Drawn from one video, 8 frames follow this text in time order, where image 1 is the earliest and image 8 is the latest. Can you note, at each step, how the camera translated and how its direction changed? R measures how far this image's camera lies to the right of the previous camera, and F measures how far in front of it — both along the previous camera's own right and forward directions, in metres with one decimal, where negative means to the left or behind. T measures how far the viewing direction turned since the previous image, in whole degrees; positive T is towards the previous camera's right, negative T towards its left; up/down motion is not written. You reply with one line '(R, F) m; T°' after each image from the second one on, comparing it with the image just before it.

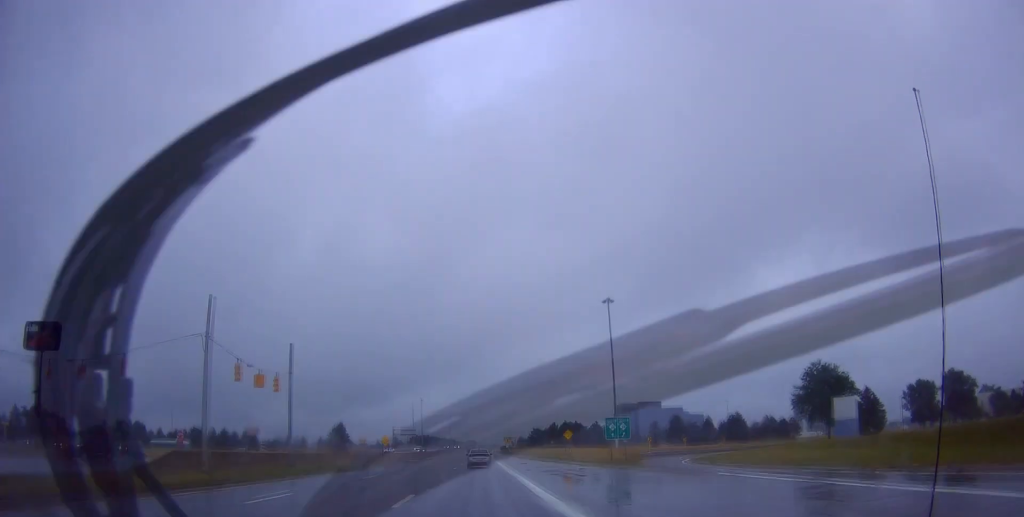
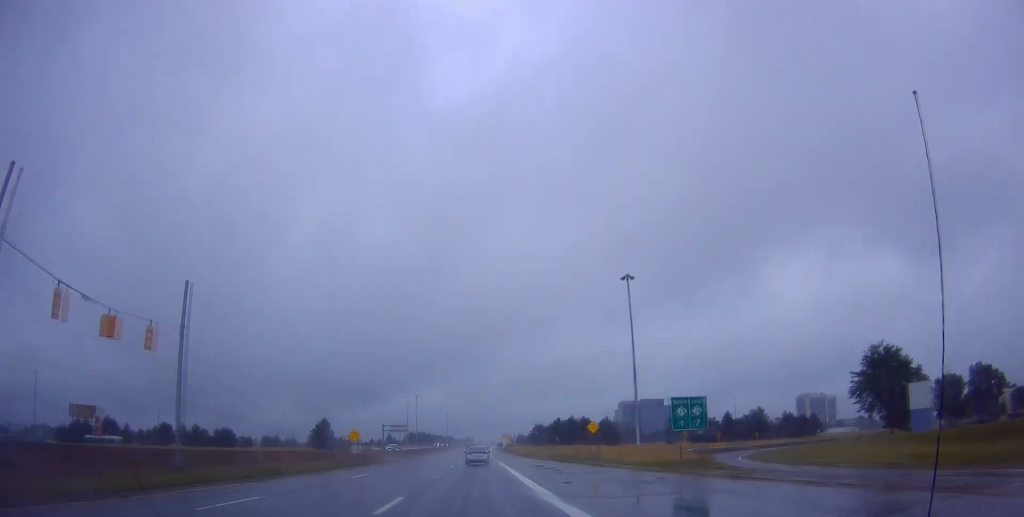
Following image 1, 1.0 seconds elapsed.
(0.0, +17.7) m; -1°
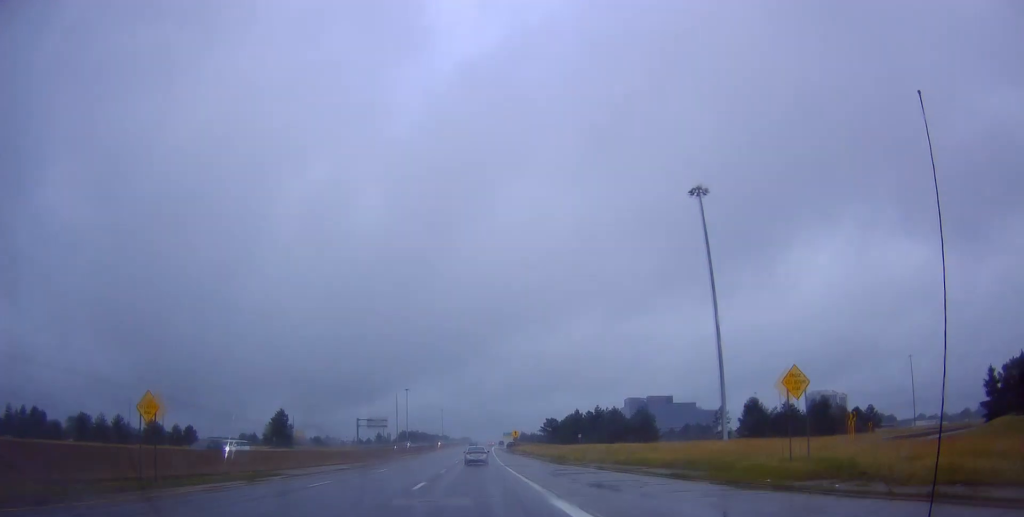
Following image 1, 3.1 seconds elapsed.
(0.0, +37.5) m; +1°
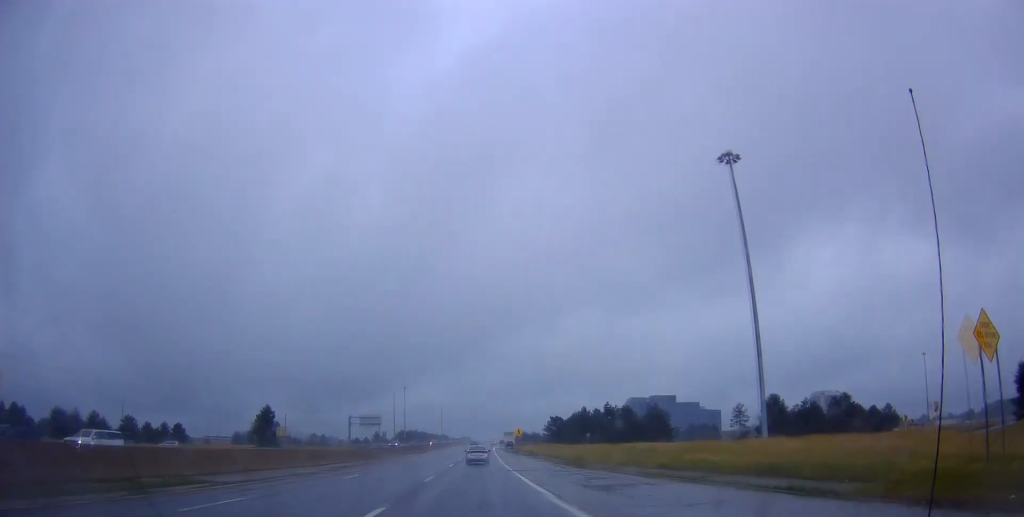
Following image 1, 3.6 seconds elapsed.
(0.0, +9.6) m; 0°
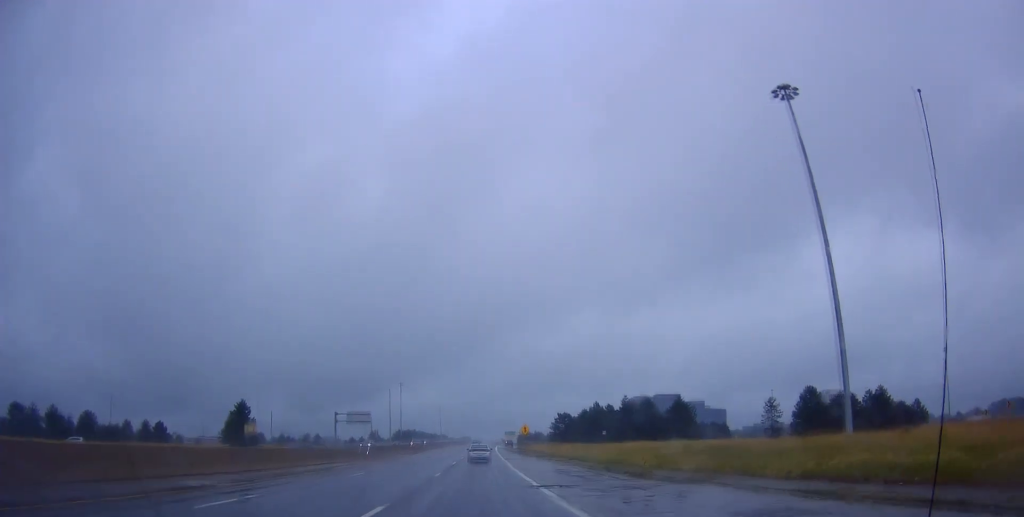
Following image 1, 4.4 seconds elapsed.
(0.0, +14.5) m; 0°
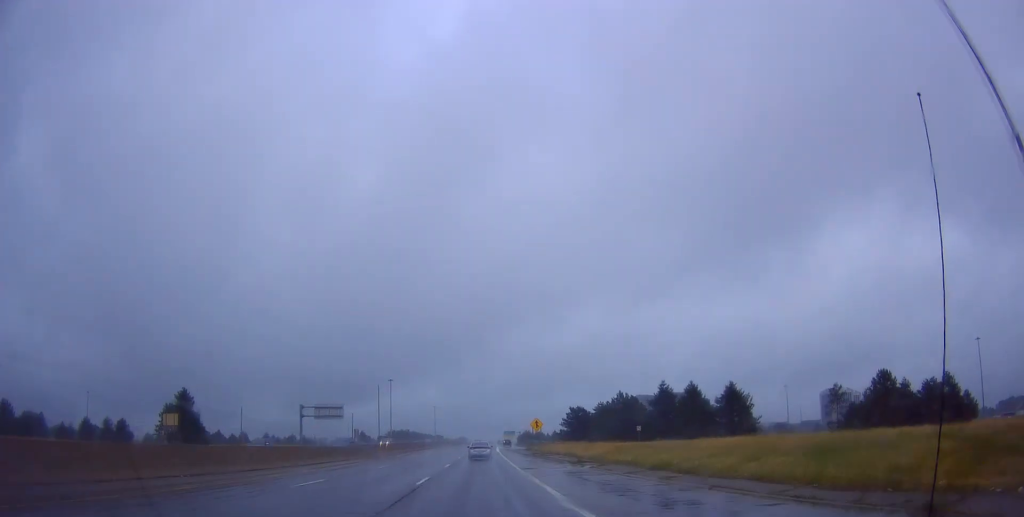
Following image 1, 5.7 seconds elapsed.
(0.0, +23.5) m; 0°
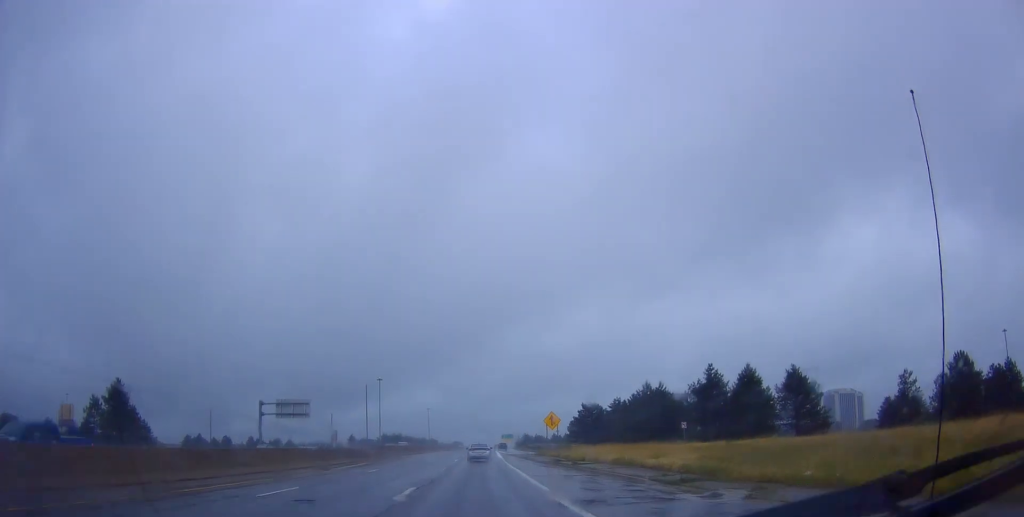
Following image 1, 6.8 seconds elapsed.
(-0.2, +18.6) m; -1°
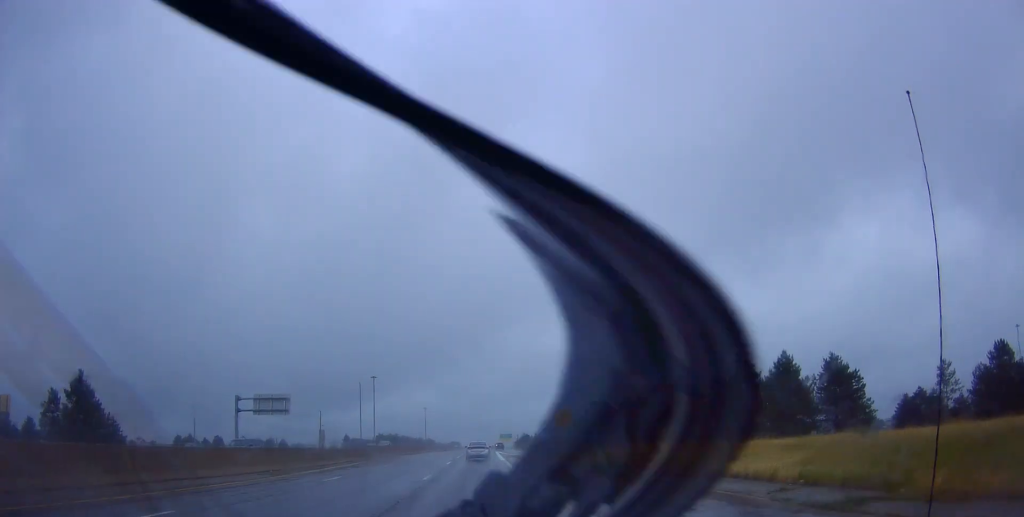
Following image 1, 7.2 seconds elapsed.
(-0.3, +8.3) m; +1°
